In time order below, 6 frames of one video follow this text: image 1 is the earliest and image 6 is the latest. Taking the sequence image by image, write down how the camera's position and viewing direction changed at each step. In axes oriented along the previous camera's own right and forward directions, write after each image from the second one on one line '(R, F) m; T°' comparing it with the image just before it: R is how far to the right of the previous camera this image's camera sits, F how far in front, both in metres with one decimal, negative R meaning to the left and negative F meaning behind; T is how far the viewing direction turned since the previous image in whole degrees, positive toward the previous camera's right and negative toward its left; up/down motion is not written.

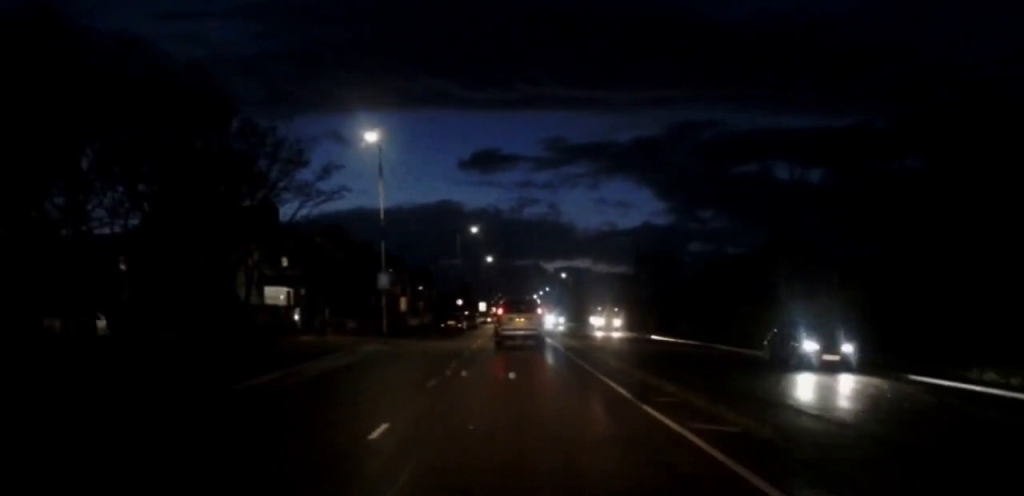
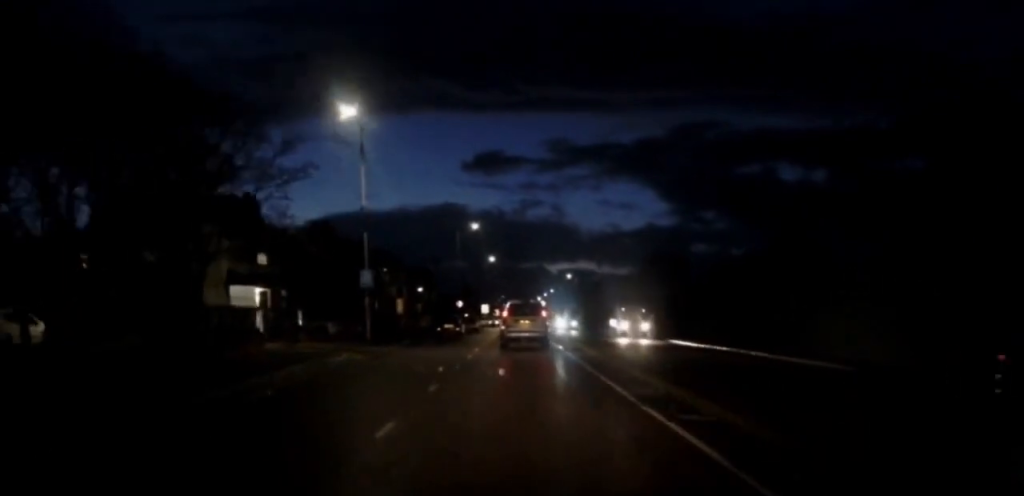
(0.0, +5.6) m; +1°
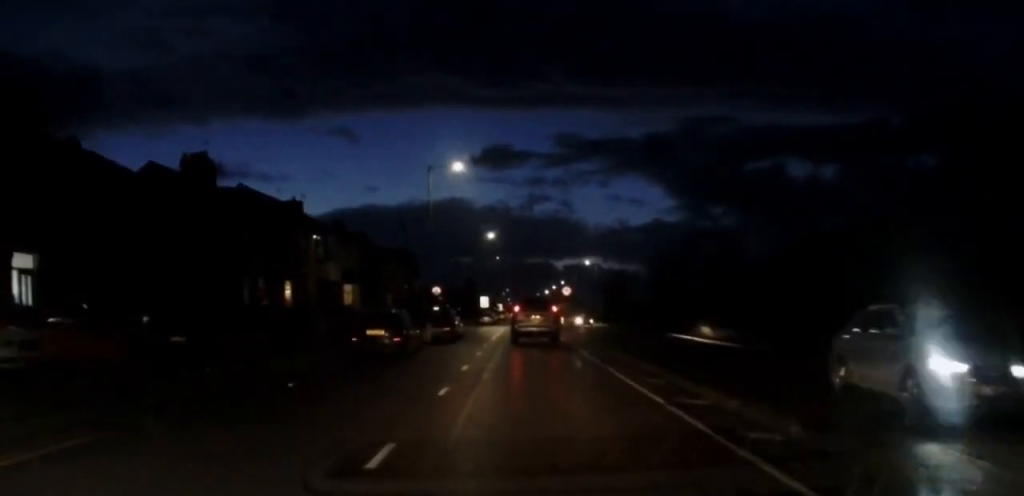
(+0.1, +28.2) m; 0°
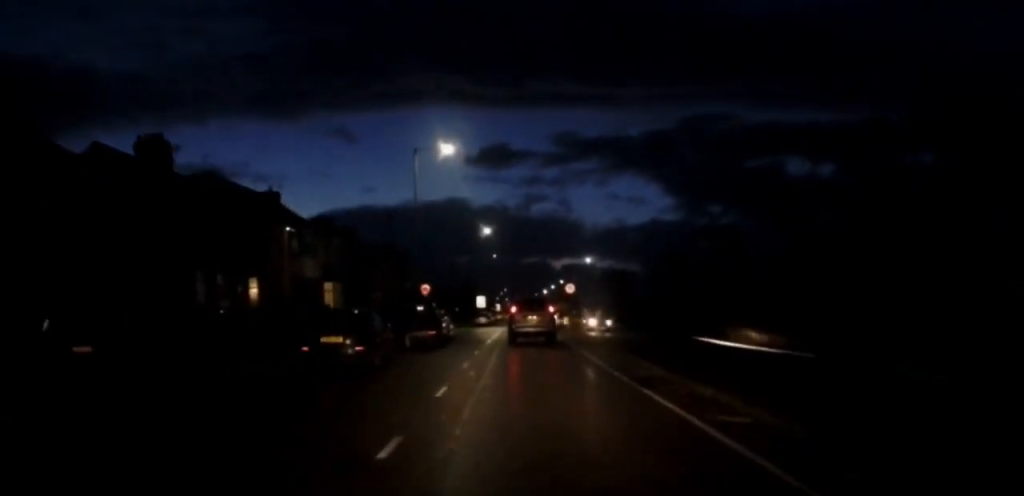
(+0.2, +5.0) m; 0°
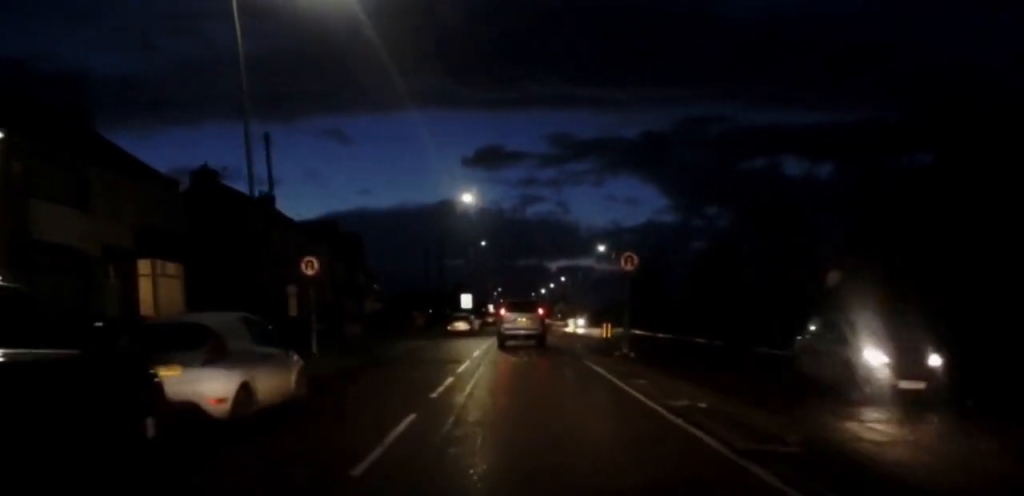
(-0.5, +23.1) m; -2°
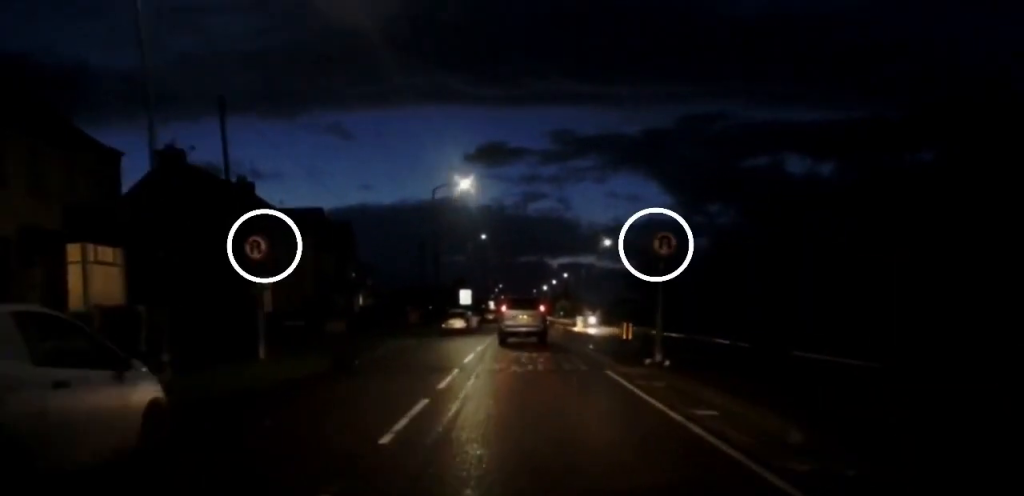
(0.0, +4.2) m; 0°
